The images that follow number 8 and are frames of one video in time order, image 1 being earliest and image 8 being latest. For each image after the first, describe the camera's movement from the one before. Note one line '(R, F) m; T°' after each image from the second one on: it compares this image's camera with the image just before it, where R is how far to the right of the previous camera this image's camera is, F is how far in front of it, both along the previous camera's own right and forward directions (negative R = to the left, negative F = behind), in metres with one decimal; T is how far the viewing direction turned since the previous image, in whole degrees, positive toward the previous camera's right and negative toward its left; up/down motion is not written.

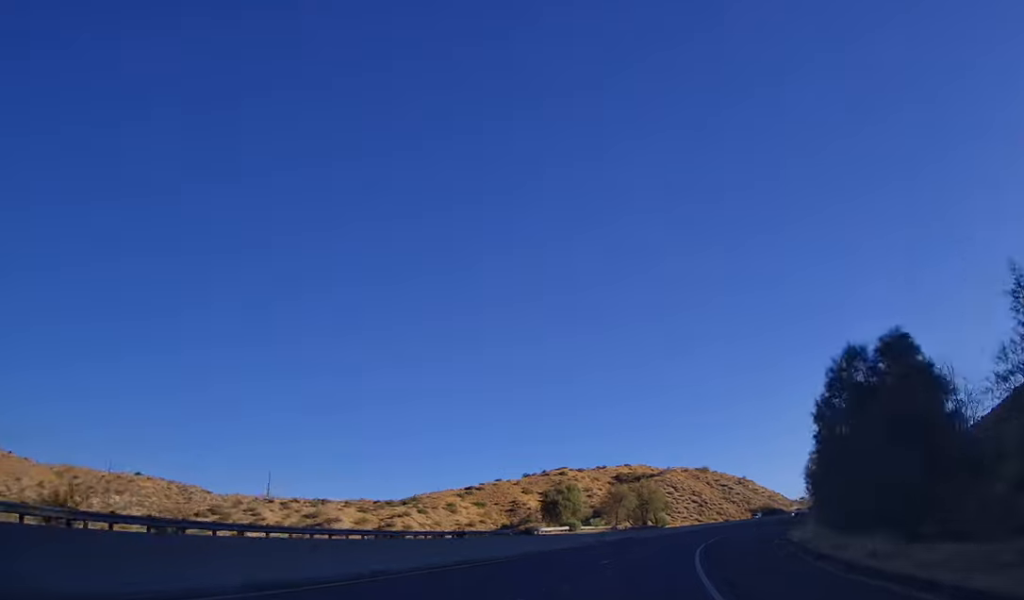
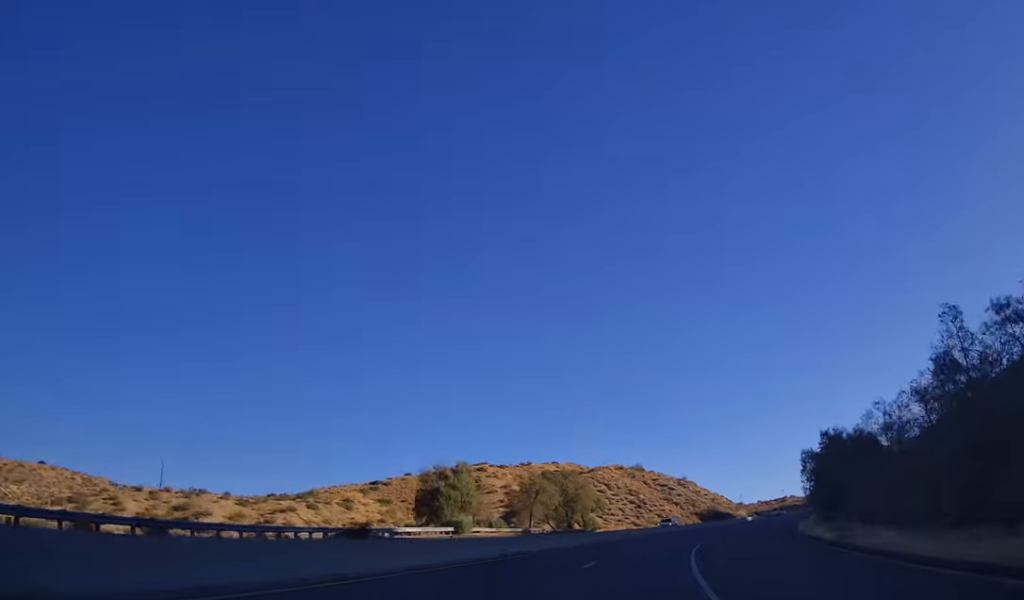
(+1.4, +30.7) m; +5°
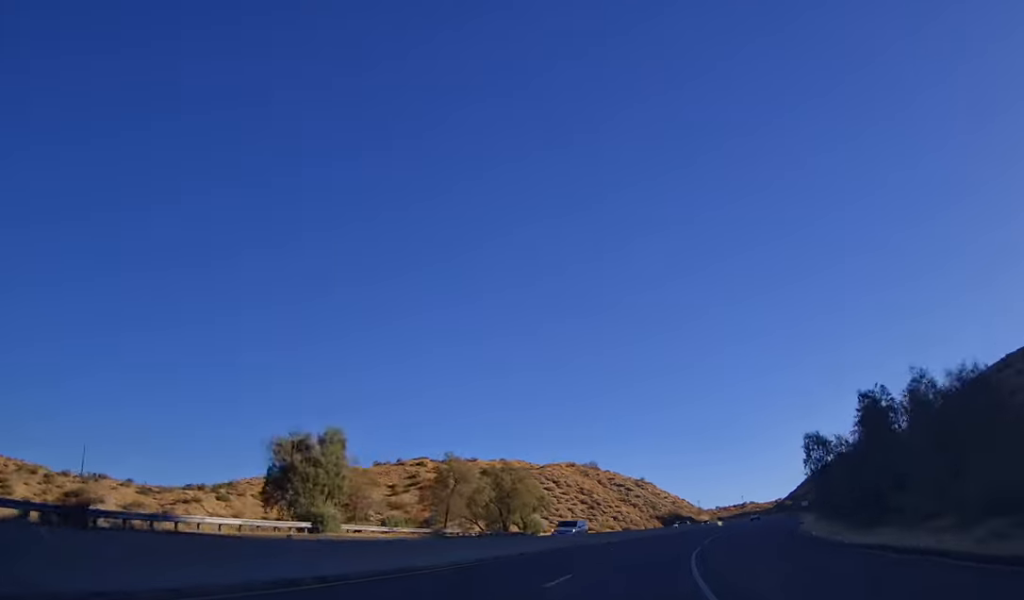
(+0.1, +21.6) m; +4°
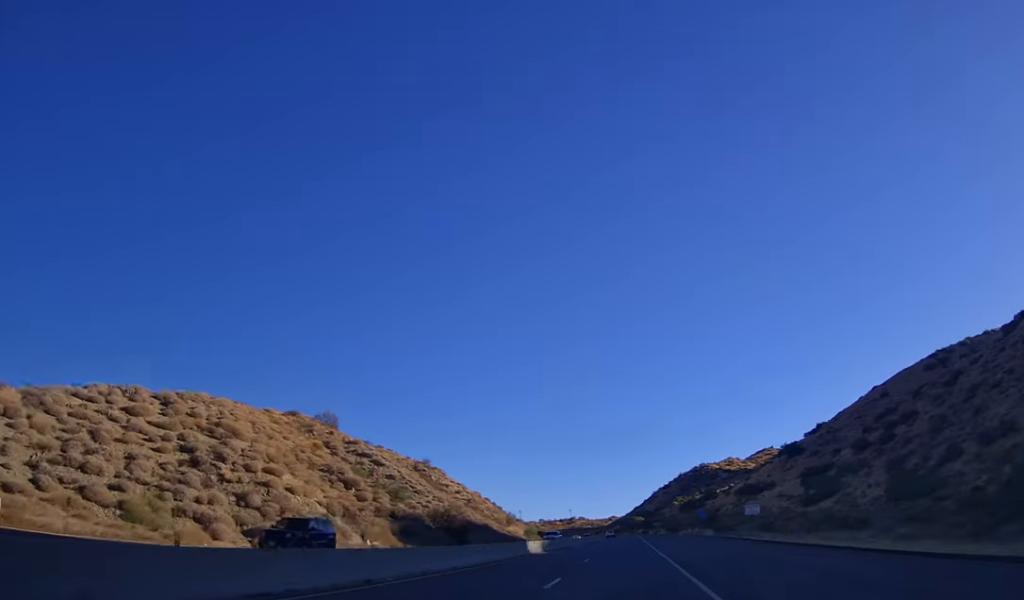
(+14.5, +87.0) m; +18°
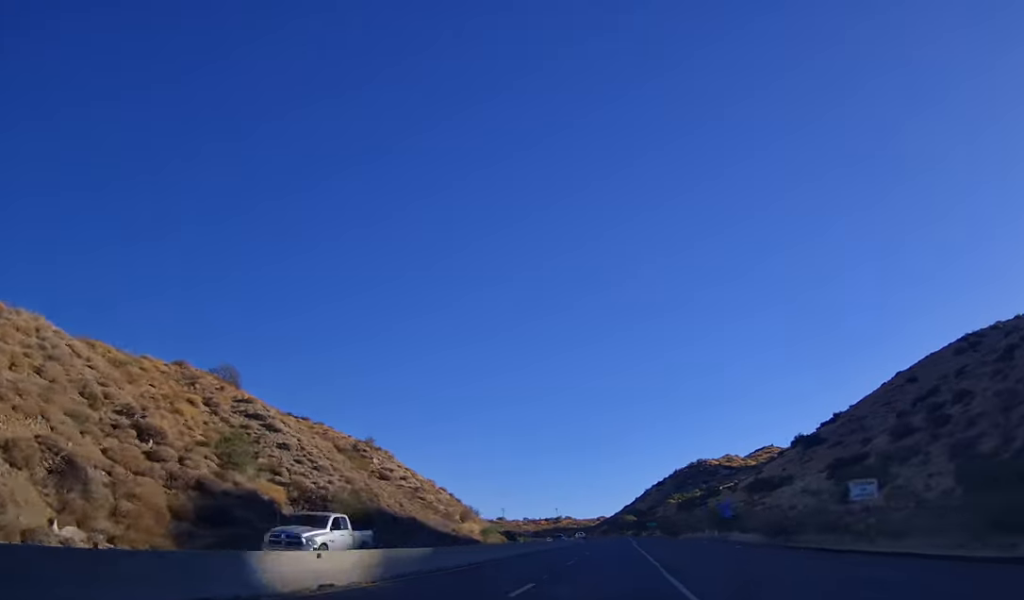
(+1.6, +30.5) m; +4°
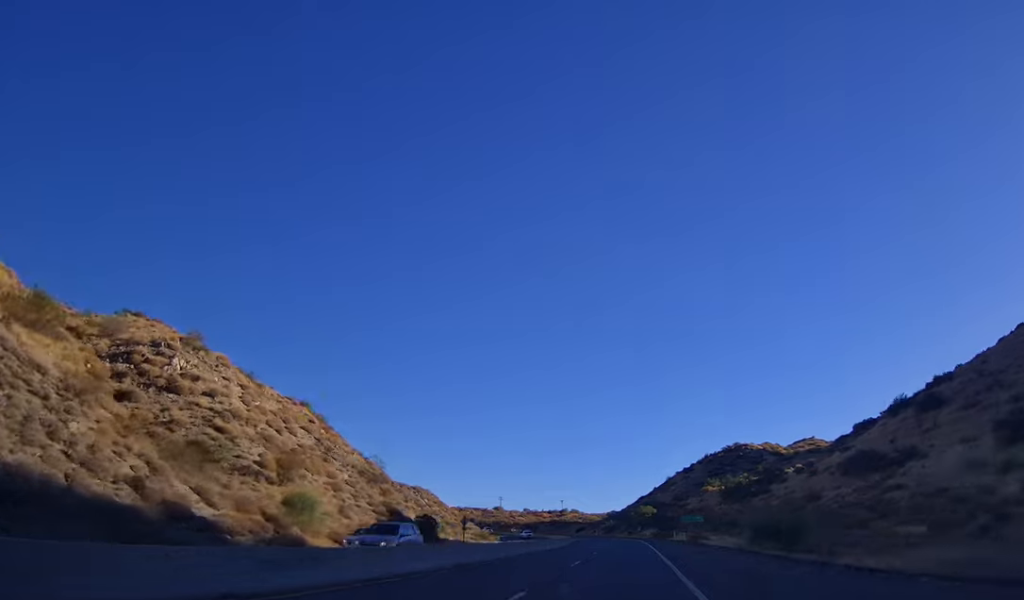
(+3.5, +62.9) m; +3°
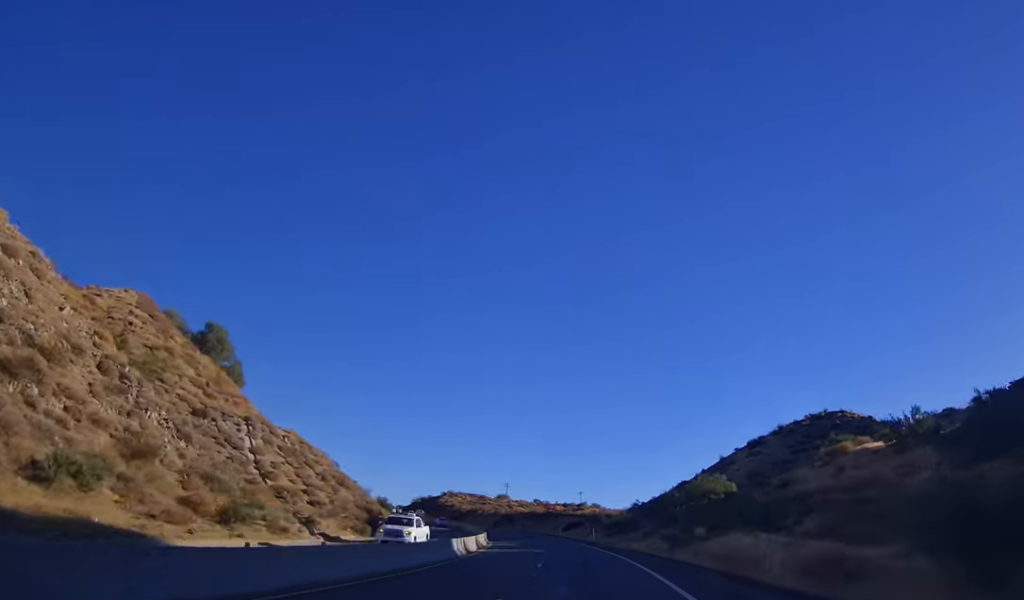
(-1.1, +76.6) m; -3°
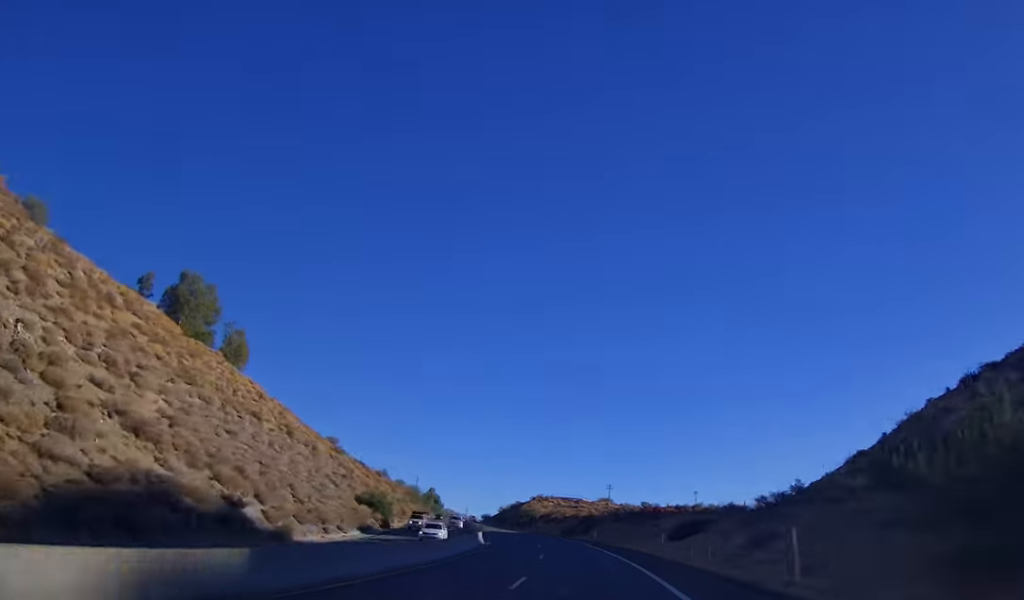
(-0.9, +52.8) m; -5°
